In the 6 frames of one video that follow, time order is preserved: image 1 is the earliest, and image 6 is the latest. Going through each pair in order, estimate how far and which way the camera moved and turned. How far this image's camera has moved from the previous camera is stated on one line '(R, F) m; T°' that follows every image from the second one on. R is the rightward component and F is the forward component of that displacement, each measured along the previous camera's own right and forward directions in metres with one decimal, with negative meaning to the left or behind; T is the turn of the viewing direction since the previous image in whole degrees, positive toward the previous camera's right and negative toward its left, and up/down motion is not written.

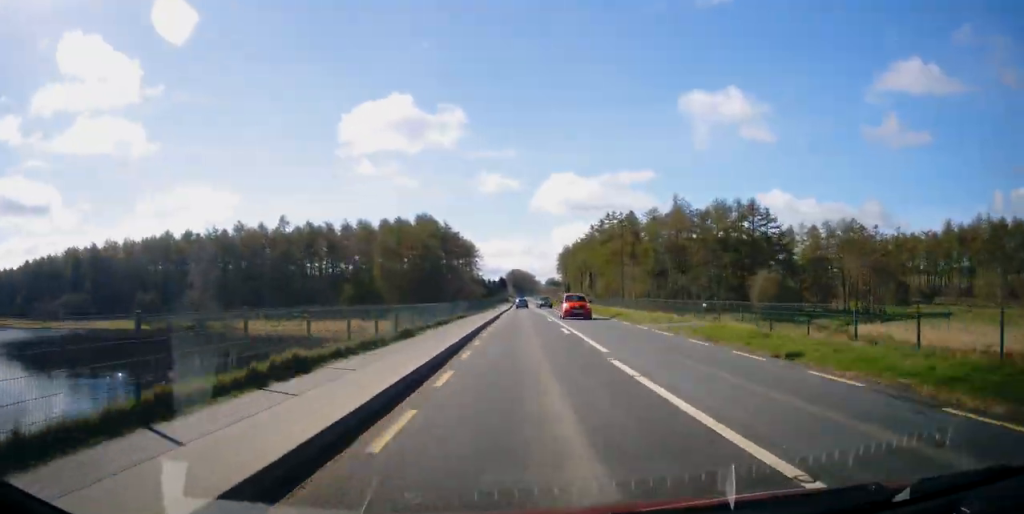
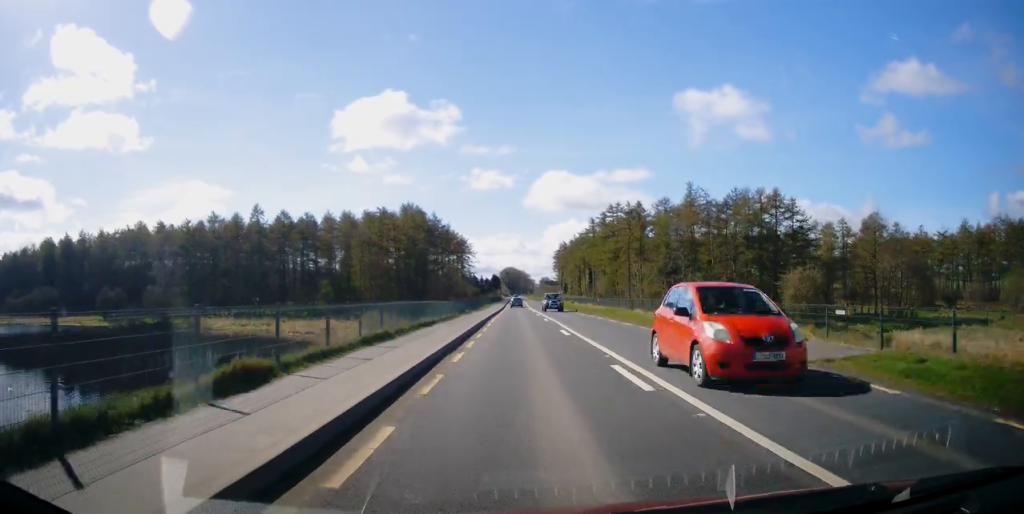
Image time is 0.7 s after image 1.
(+0.2, +13.3) m; 0°
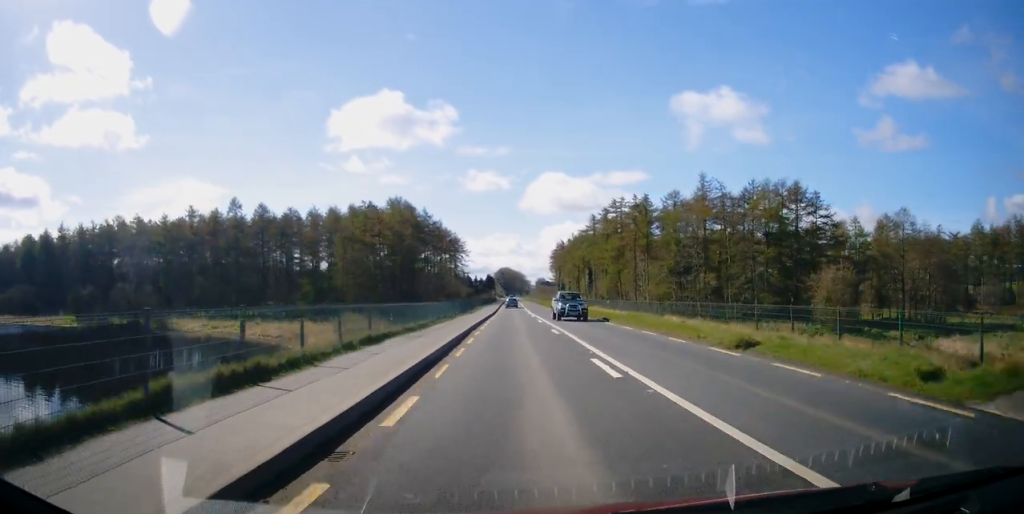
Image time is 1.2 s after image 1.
(+0.1, +10.0) m; 0°
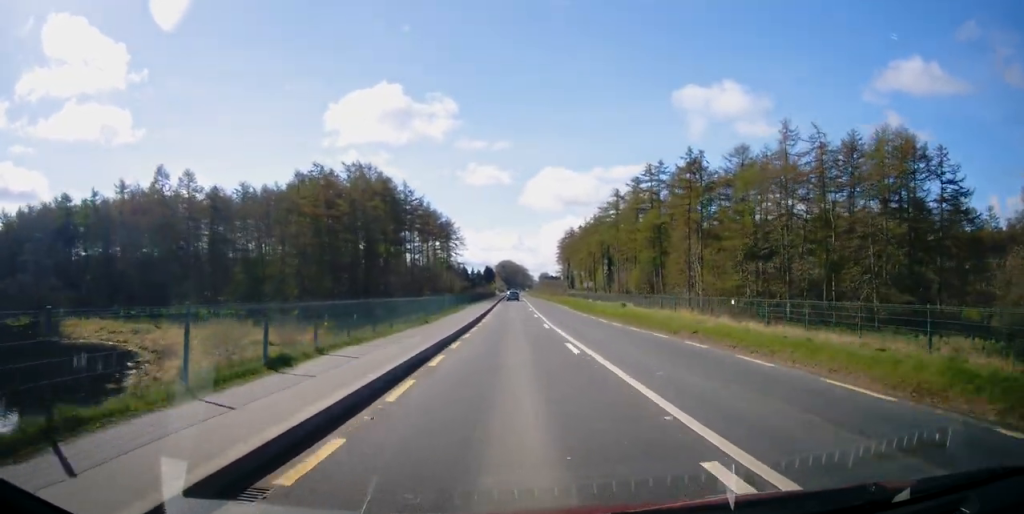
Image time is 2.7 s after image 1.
(0.0, +31.3) m; 0°
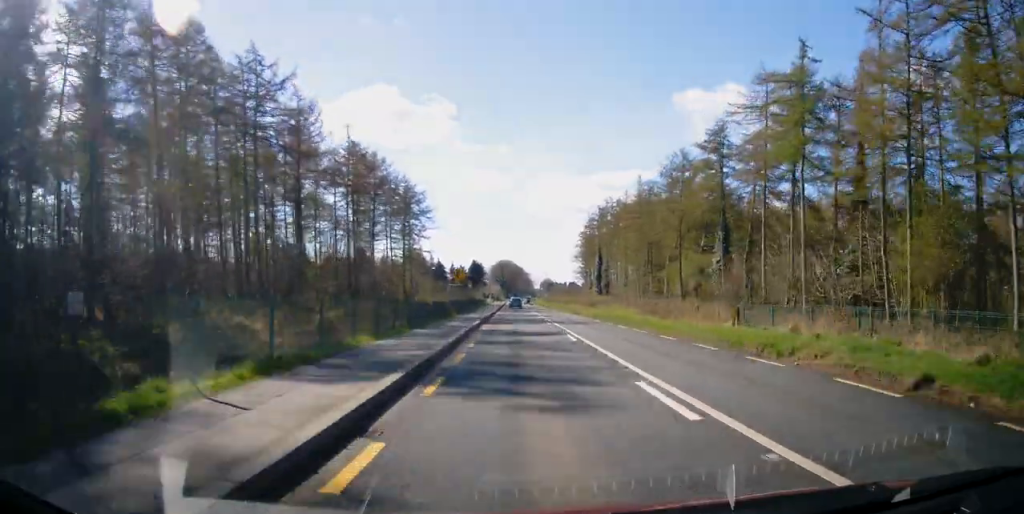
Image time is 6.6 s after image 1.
(+0.1, +77.0) m; 0°
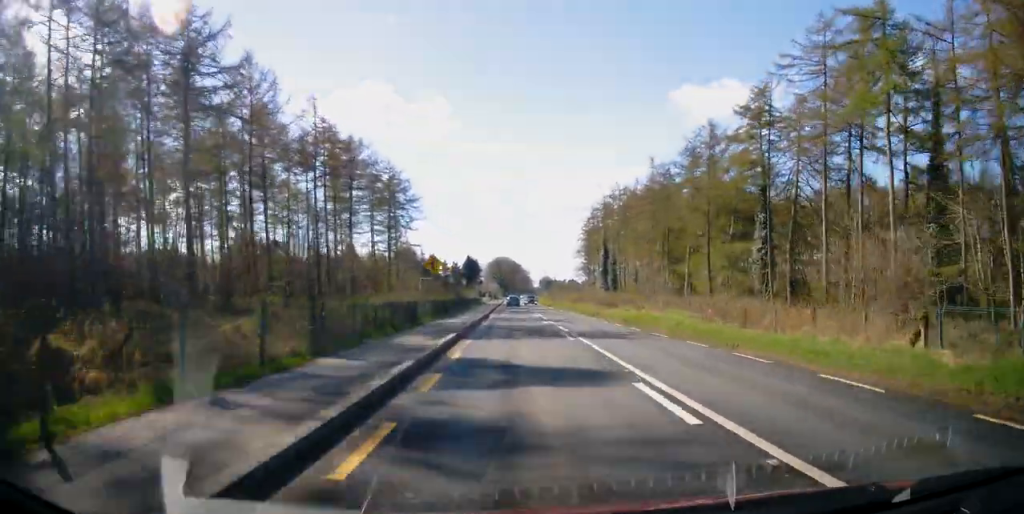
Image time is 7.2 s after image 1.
(0.0, +11.9) m; 0°
